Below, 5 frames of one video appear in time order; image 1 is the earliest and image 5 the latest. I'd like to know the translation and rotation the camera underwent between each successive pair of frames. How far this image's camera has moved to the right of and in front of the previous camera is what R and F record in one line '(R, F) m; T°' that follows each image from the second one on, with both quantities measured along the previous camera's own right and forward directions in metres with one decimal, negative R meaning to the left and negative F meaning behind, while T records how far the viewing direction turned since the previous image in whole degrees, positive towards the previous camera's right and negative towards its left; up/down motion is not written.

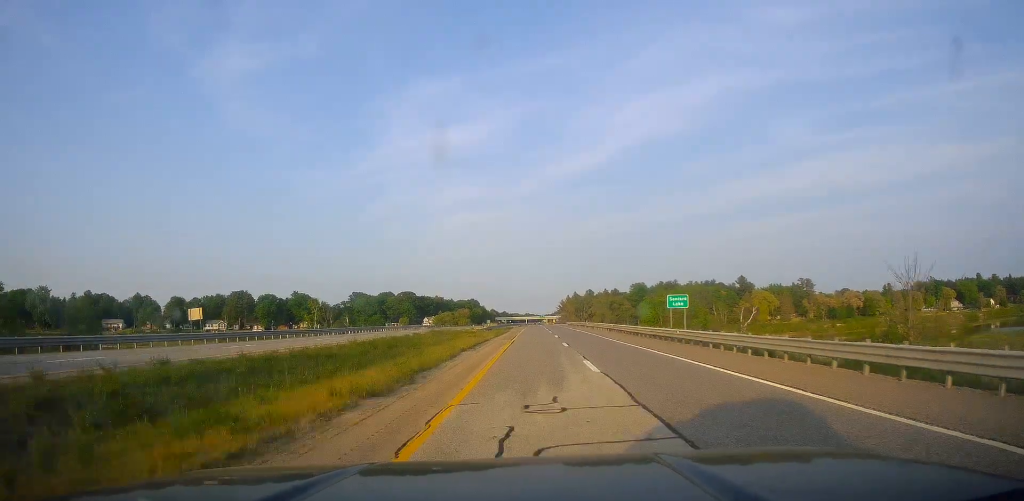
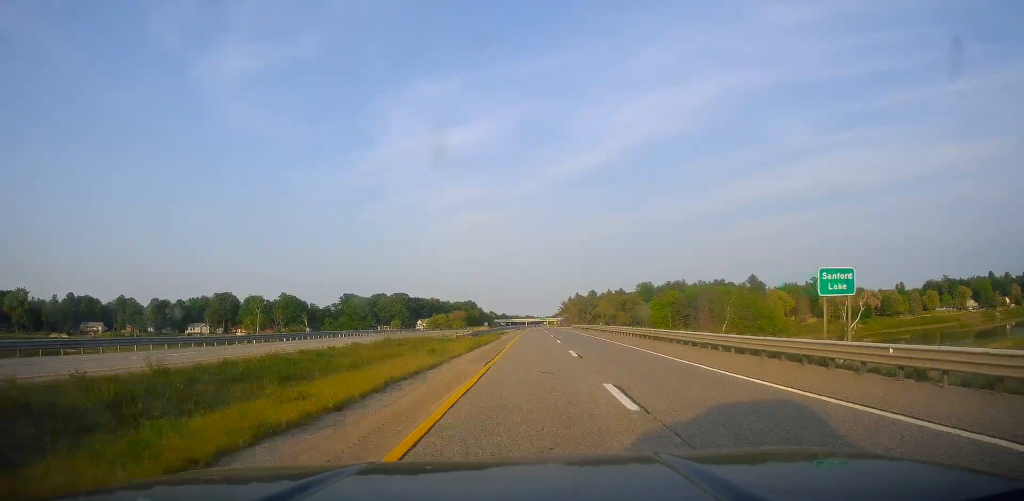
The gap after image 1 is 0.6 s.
(-0.1, +22.8) m; 0°
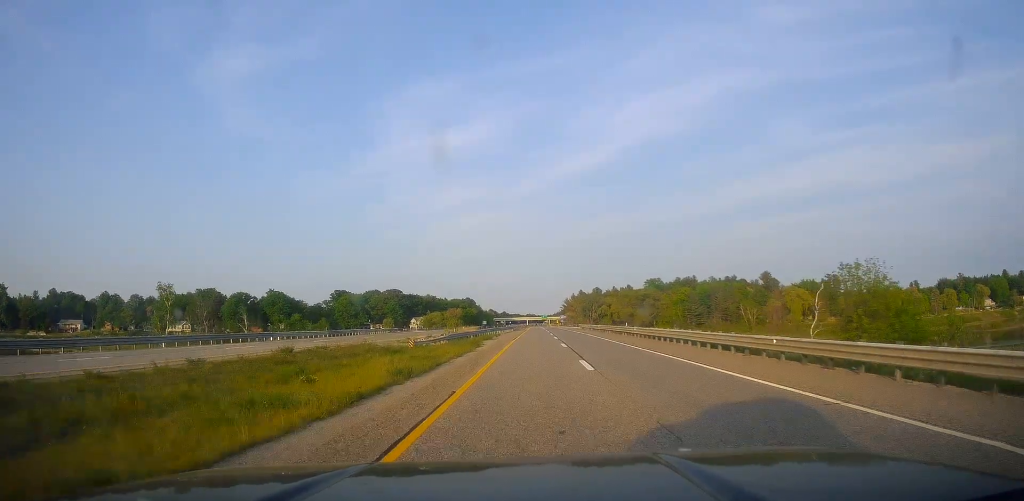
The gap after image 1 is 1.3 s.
(+0.3, +22.7) m; 0°
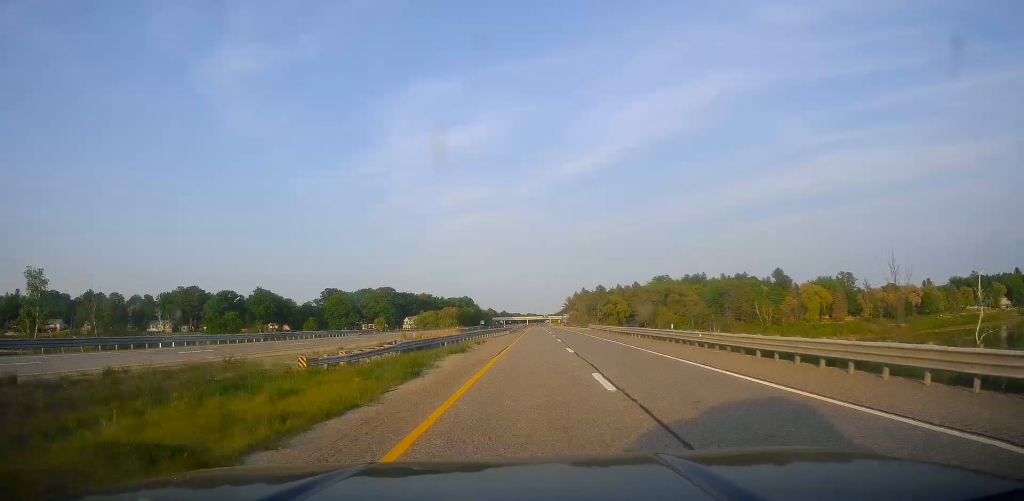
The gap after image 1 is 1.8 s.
(-0.1, +20.4) m; 0°
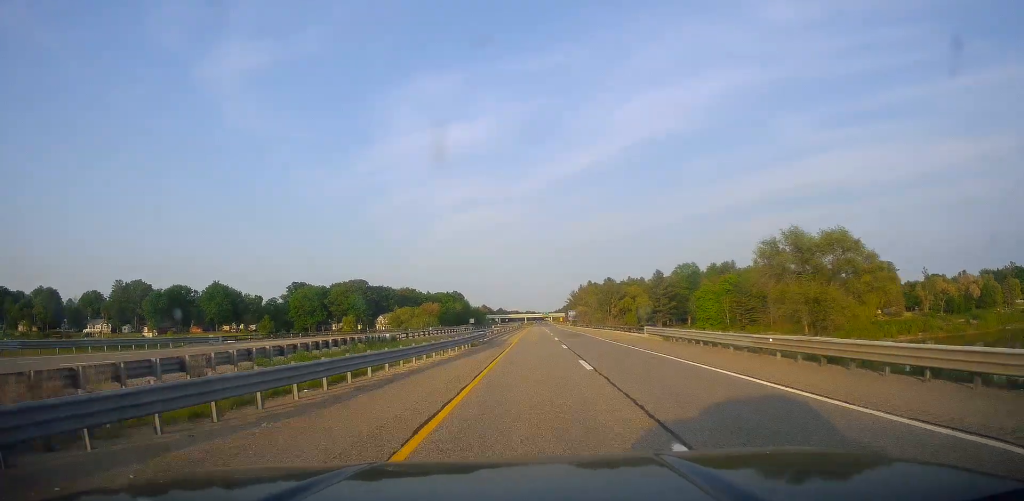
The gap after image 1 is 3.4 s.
(+0.2, +55.1) m; 0°
